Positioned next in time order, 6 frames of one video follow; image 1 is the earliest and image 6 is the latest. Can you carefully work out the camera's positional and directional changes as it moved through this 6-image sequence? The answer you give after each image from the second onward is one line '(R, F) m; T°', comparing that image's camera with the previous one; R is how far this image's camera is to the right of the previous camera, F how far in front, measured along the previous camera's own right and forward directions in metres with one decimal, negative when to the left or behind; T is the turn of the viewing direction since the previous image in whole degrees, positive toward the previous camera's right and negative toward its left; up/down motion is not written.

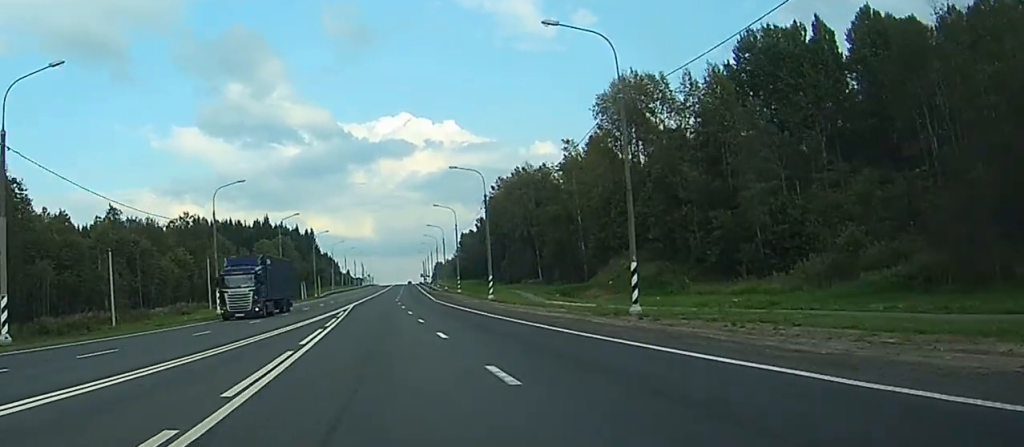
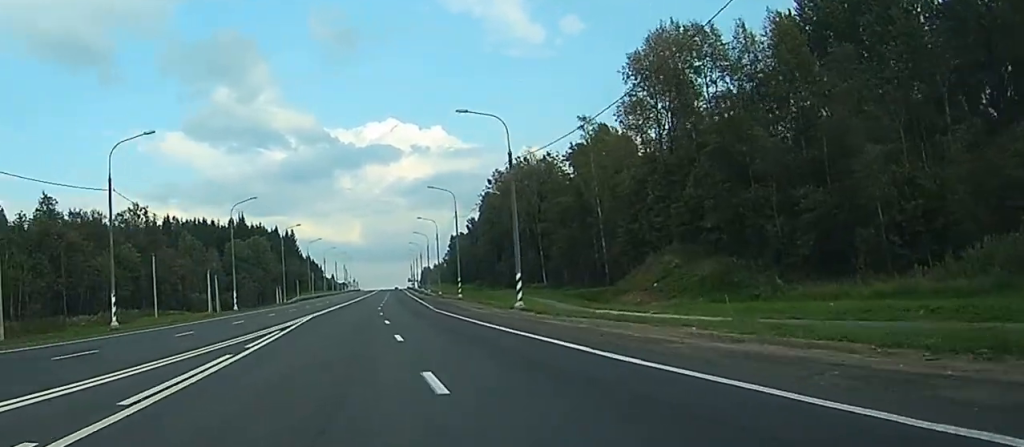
(0.0, +24.8) m; 0°
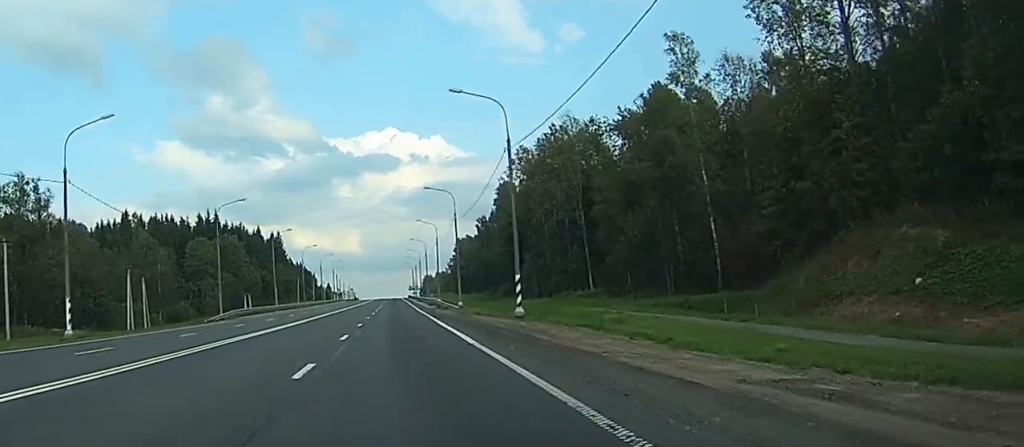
(+0.3, +45.8) m; 0°
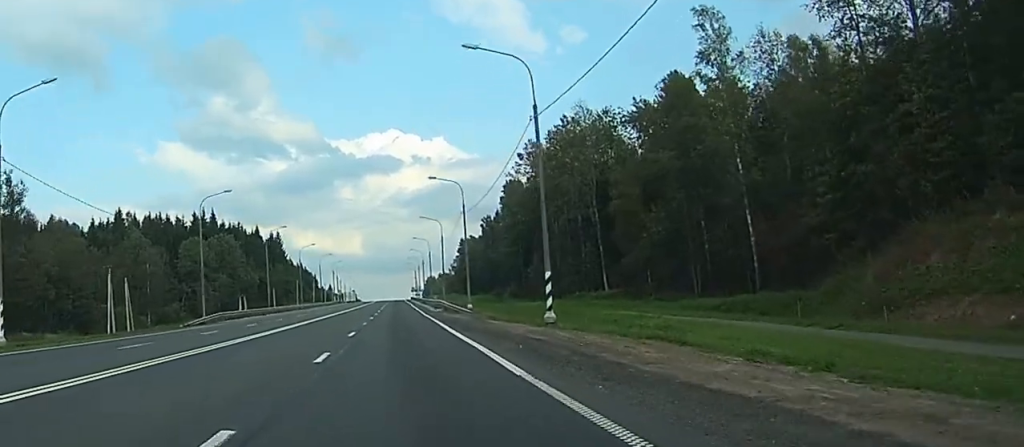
(0.0, +8.4) m; 0°
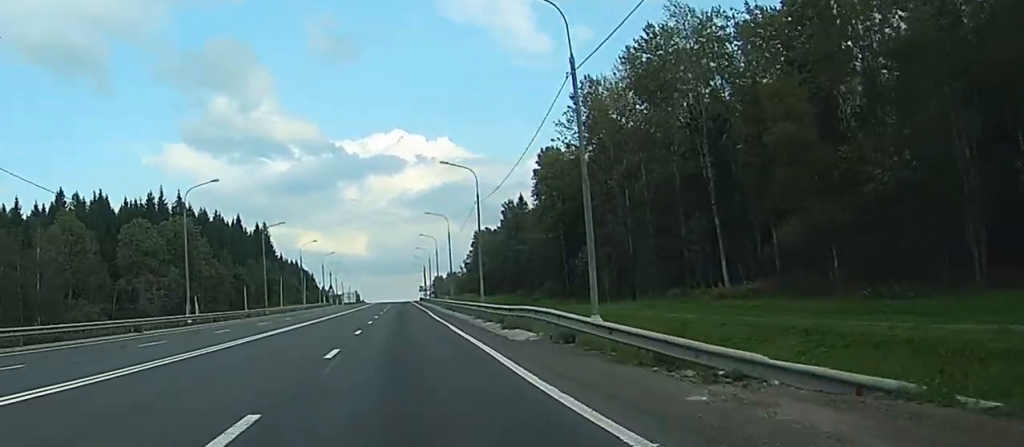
(-0.2, +46.6) m; 0°
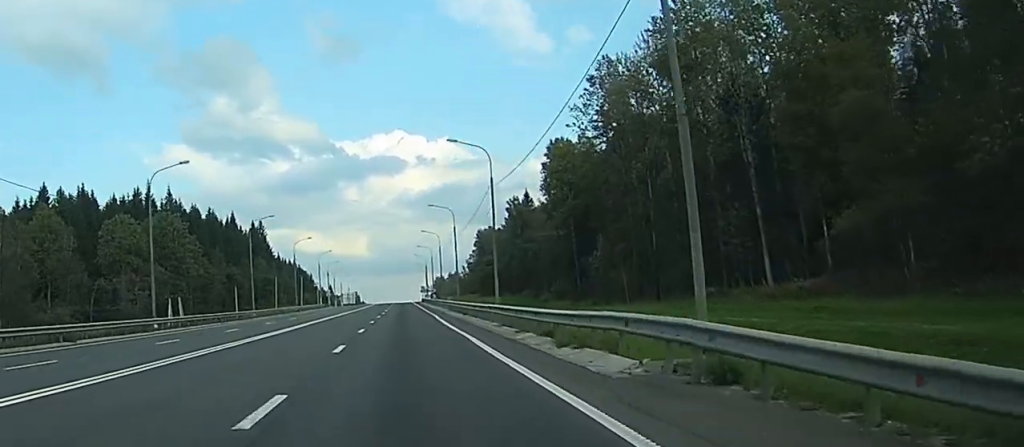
(0.0, +10.0) m; 0°
